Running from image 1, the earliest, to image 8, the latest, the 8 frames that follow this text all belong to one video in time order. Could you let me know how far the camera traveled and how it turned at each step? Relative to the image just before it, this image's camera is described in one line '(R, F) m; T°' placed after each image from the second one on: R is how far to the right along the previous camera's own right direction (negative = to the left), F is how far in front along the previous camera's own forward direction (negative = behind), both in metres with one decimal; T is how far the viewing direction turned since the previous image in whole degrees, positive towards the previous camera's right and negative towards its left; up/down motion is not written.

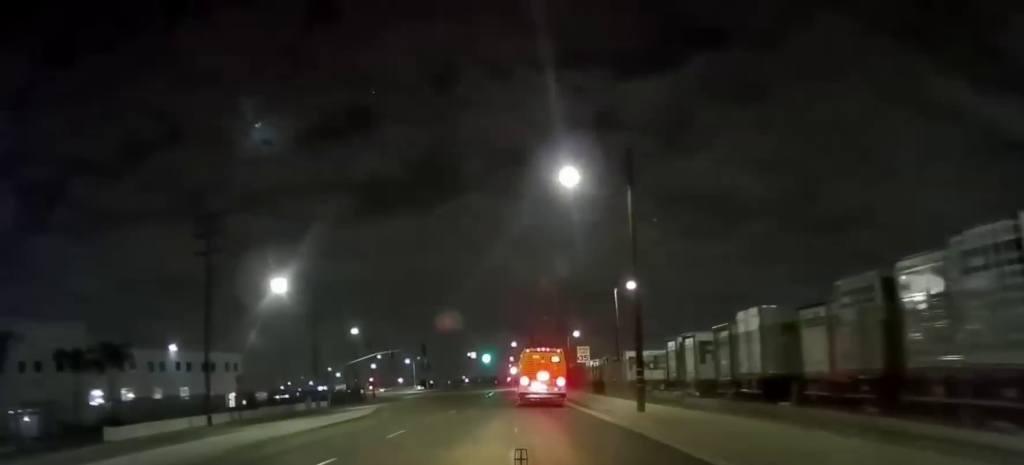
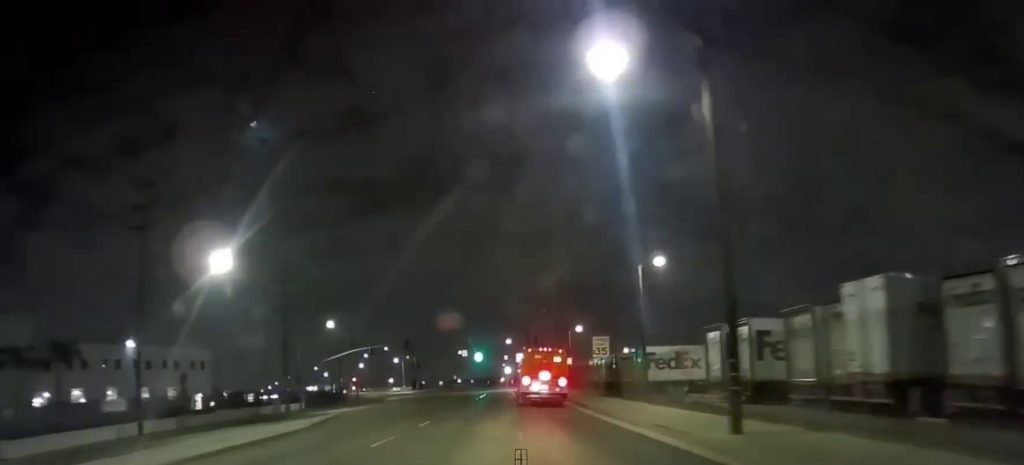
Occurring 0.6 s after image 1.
(+0.4, +9.6) m; +2°
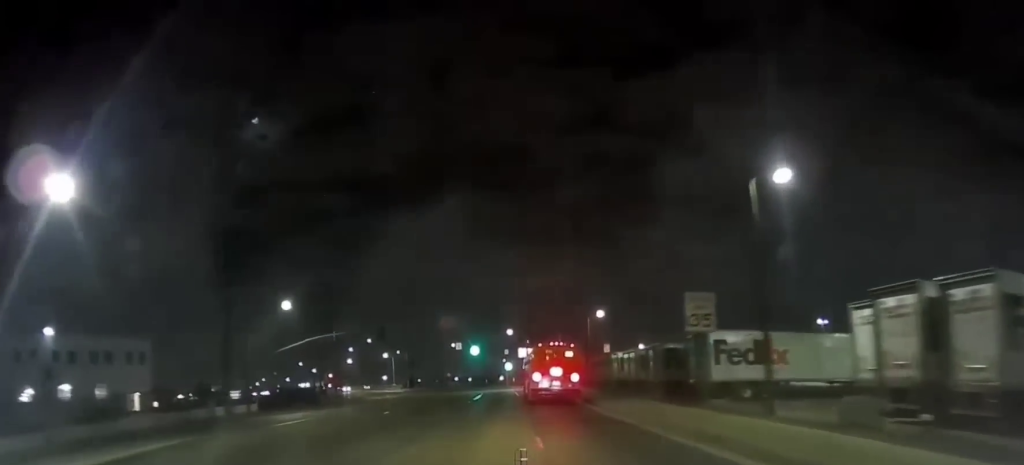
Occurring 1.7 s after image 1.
(+0.1, +16.5) m; 0°
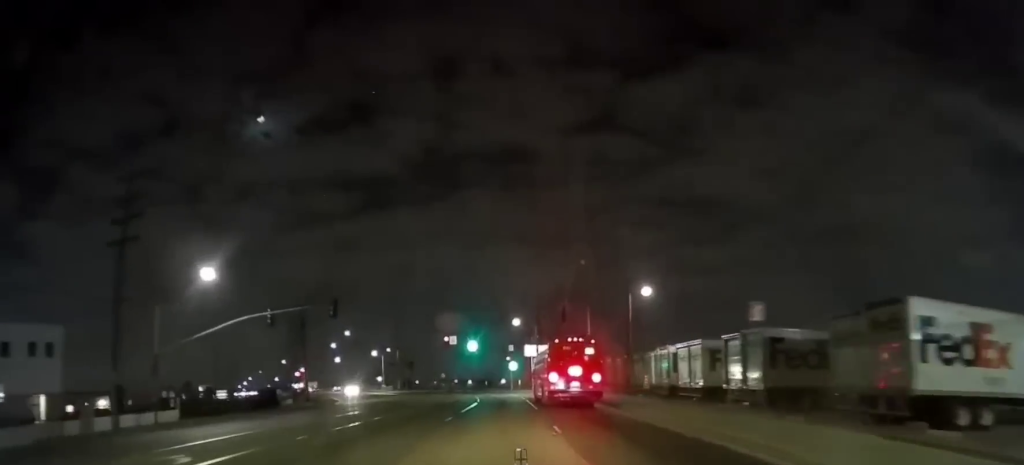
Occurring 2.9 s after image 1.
(-0.2, +18.3) m; -1°
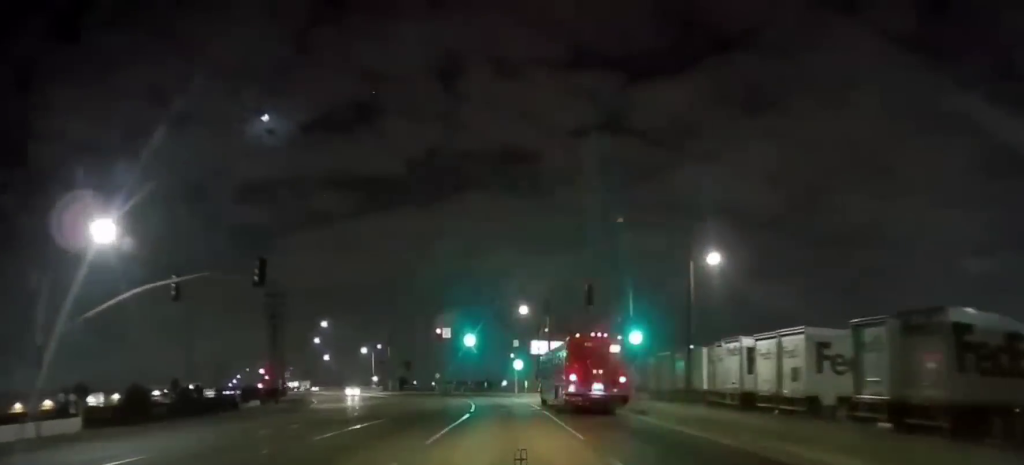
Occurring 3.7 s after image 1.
(0.0, +13.6) m; +1°
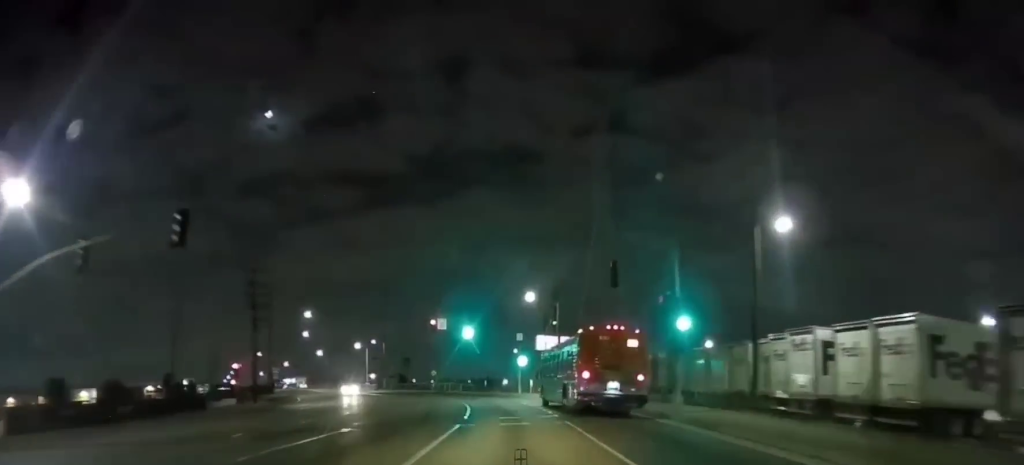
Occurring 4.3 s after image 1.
(+0.1, +8.4) m; +1°
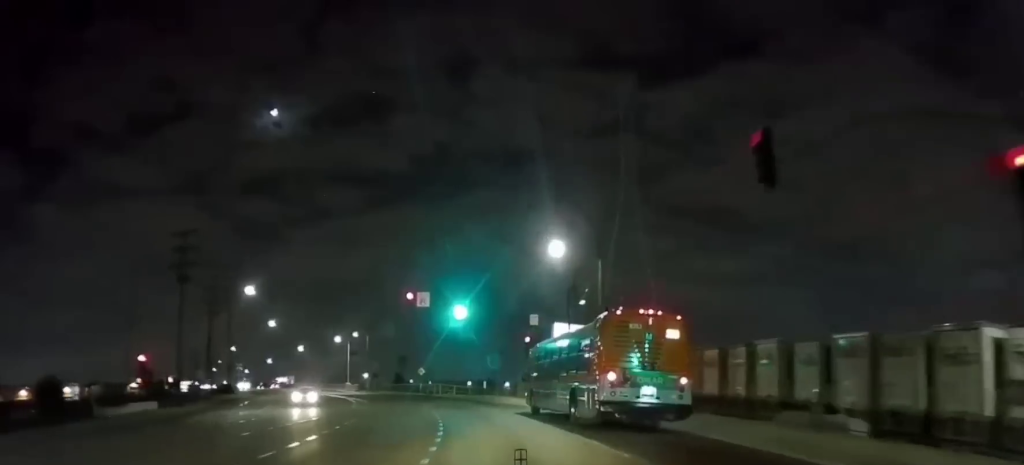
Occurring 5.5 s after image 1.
(+0.4, +18.8) m; 0°
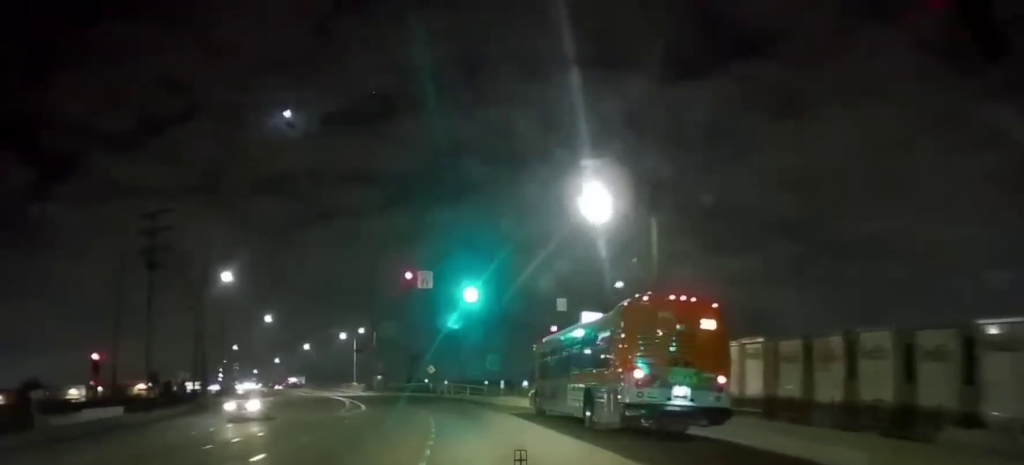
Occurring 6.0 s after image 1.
(+0.1, +8.3) m; -2°
